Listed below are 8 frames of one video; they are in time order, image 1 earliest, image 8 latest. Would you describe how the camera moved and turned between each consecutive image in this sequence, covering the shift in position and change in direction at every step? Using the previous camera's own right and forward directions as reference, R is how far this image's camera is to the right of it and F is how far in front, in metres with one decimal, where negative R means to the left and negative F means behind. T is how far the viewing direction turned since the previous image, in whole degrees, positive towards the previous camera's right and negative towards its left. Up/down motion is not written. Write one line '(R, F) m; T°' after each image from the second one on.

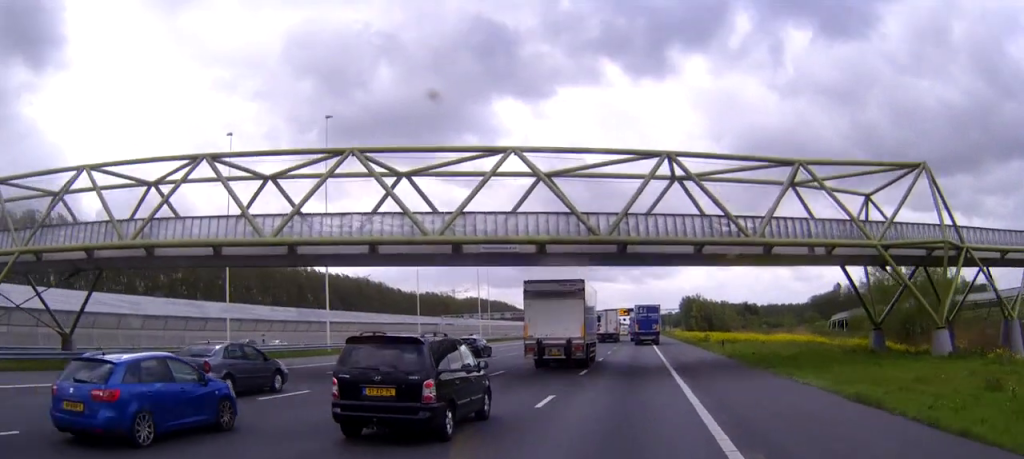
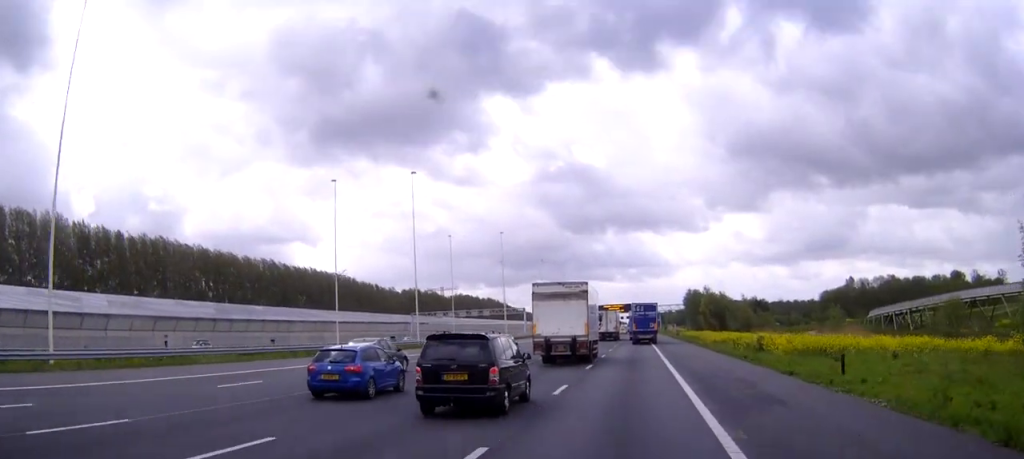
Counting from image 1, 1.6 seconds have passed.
(0.0, +32.7) m; 0°
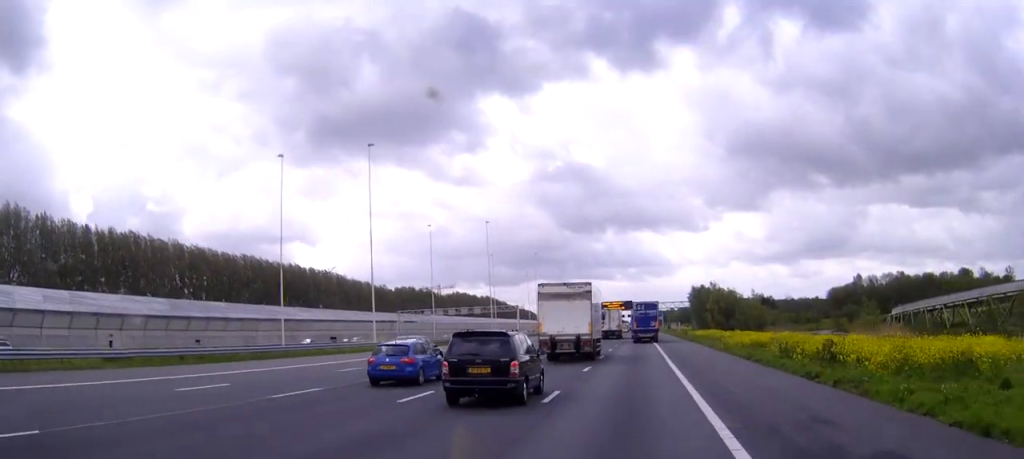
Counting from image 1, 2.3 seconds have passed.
(0.0, +14.6) m; 0°
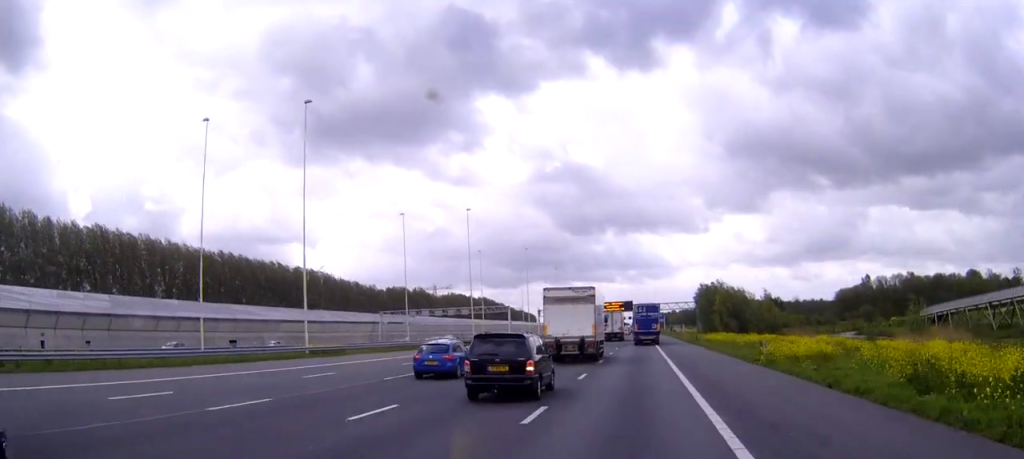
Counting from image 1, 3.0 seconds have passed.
(0.0, +15.2) m; 0°
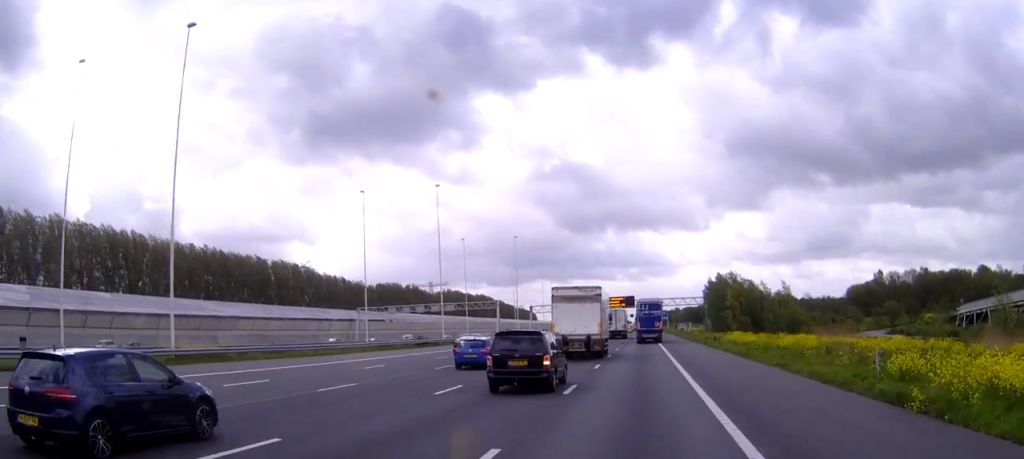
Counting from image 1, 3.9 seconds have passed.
(0.0, +18.1) m; 0°
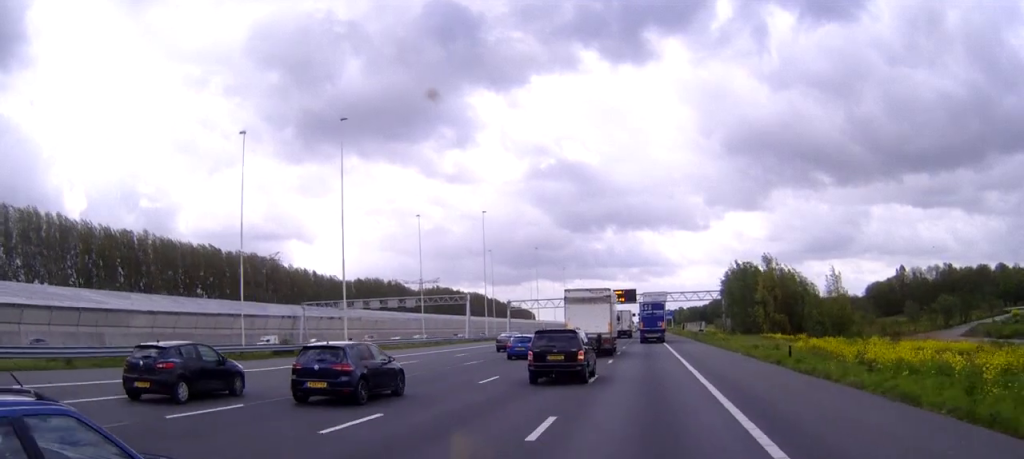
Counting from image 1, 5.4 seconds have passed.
(-0.2, +32.1) m; 0°
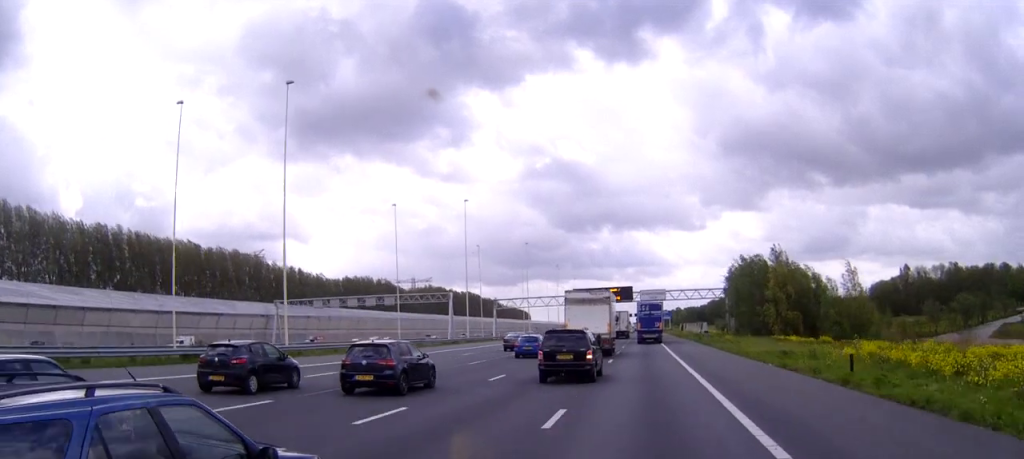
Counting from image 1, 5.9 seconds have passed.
(0.0, +10.5) m; 0°
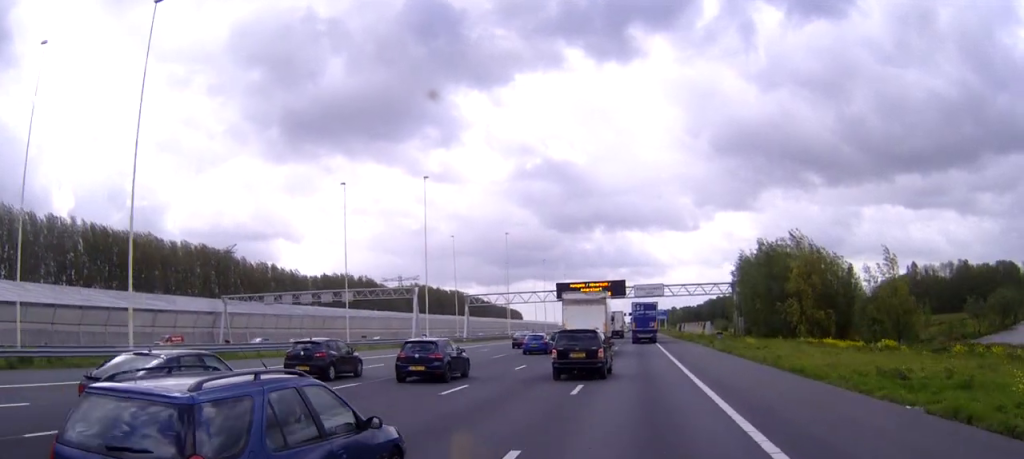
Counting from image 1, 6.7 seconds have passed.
(0.0, +17.5) m; 0°
